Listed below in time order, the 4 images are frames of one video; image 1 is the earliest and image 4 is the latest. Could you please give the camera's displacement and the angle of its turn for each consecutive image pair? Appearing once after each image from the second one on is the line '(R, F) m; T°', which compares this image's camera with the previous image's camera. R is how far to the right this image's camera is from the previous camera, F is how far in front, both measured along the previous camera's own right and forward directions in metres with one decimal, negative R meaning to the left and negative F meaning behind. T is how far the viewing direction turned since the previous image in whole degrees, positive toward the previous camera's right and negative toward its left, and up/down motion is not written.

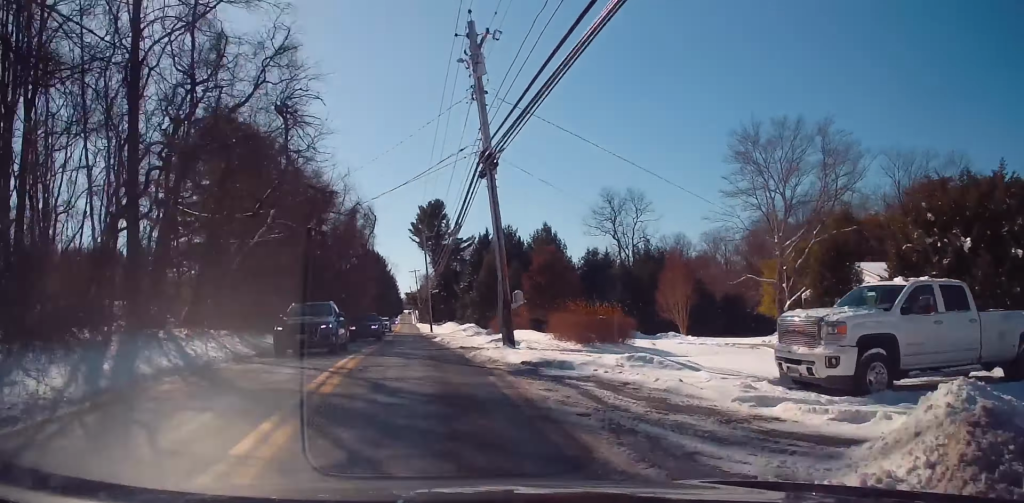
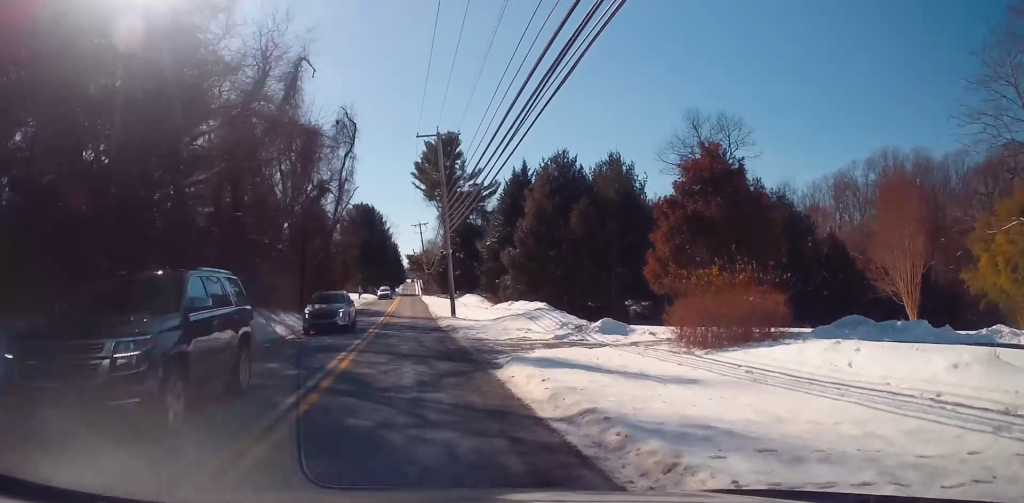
(-0.2, +32.4) m; -1°
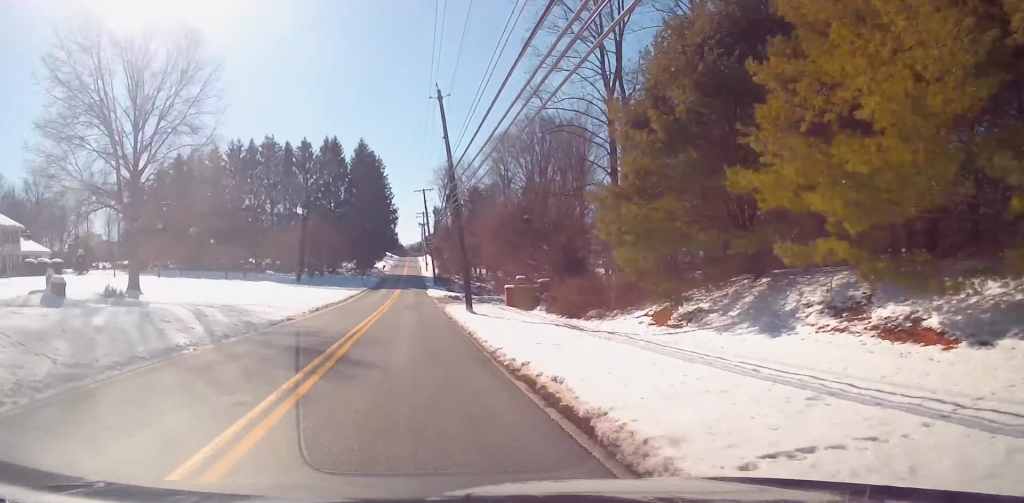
(+3.6, +158.3) m; +3°
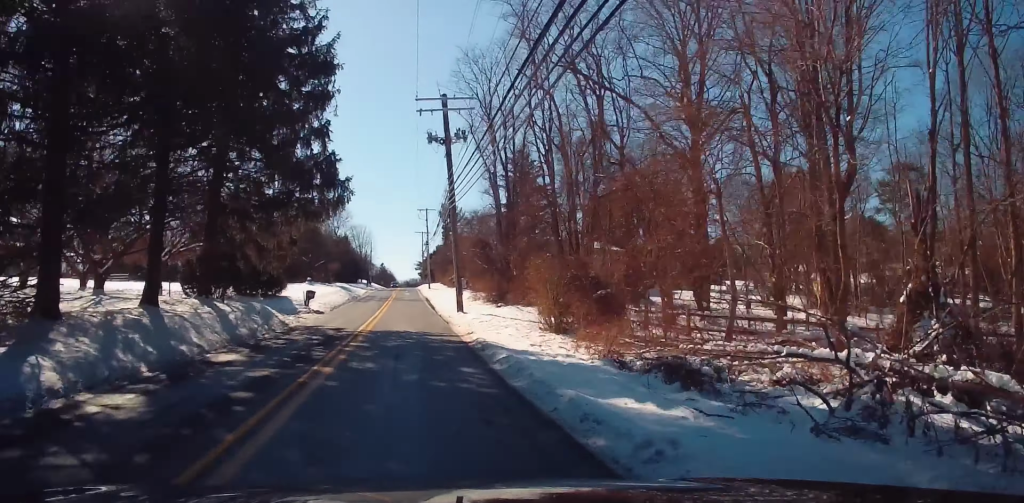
(+0.7, +91.2) m; +1°
